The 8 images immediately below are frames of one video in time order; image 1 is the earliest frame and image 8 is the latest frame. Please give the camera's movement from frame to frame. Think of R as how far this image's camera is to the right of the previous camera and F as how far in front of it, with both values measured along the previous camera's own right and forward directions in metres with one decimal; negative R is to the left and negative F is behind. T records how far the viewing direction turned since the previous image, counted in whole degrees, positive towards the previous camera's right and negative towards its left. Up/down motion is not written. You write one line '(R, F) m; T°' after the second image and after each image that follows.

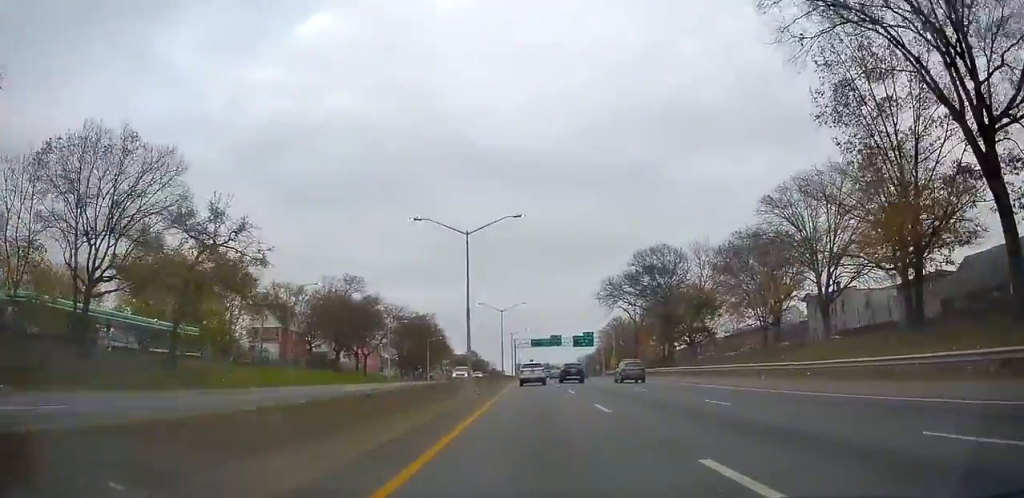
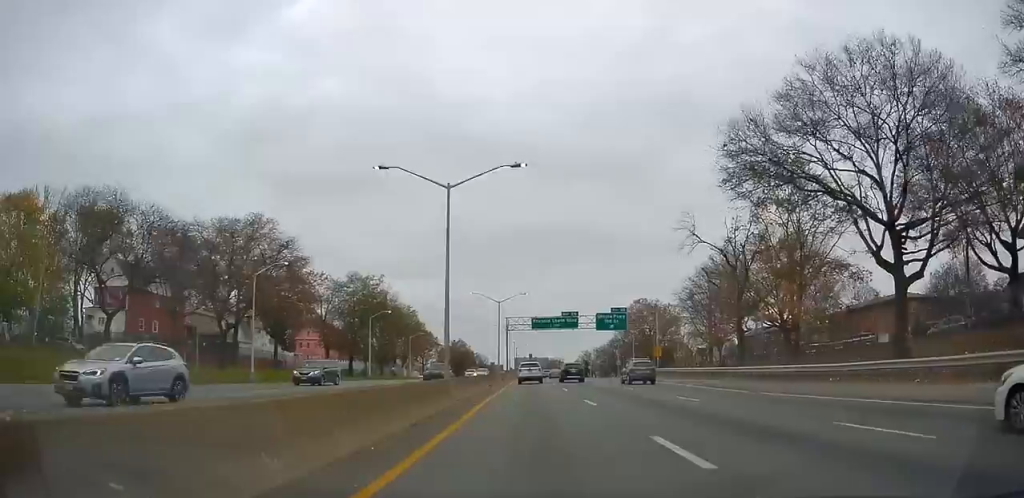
(+1.1, +45.1) m; +2°
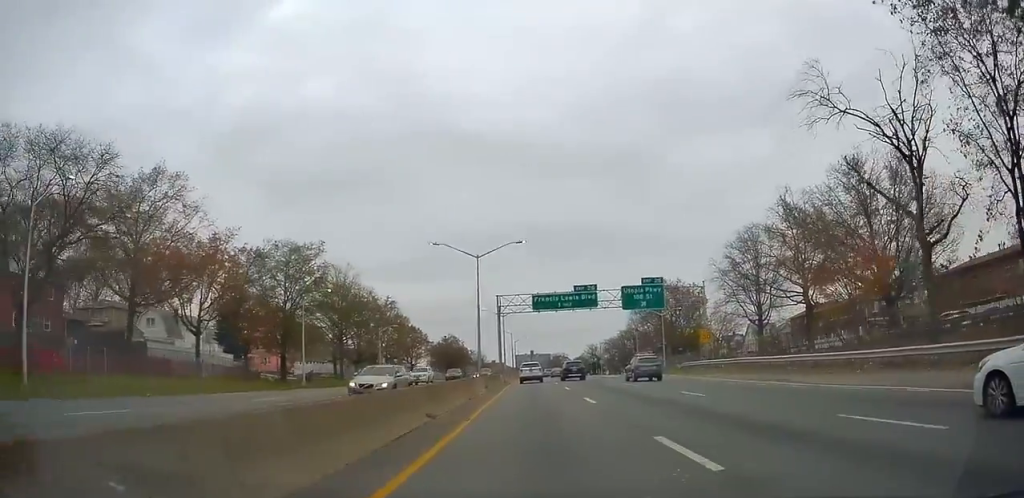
(-0.3, +24.2) m; -1°
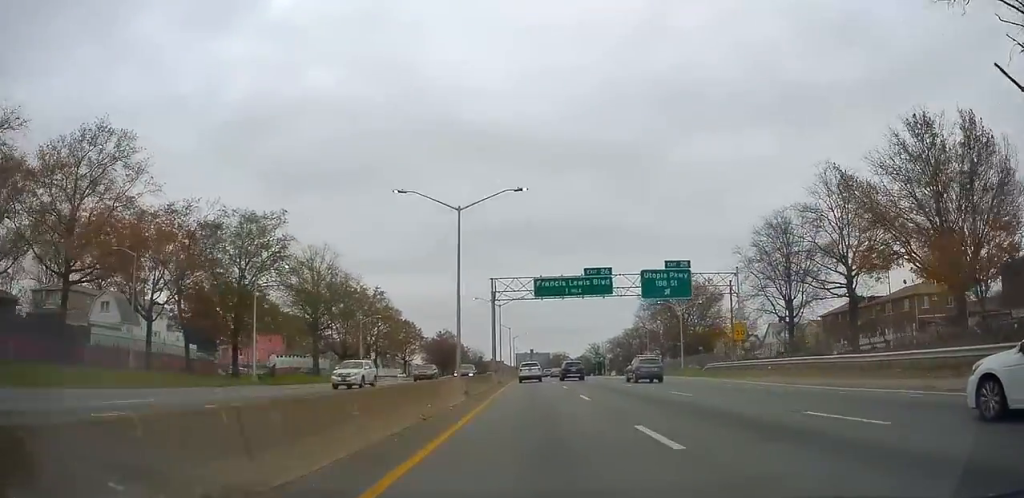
(0.0, +10.6) m; 0°
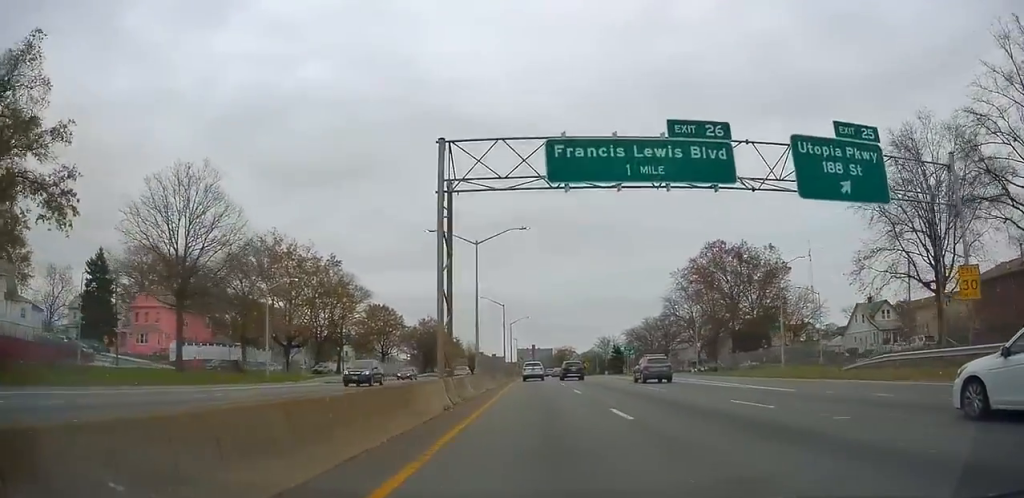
(0.0, +31.2) m; 0°
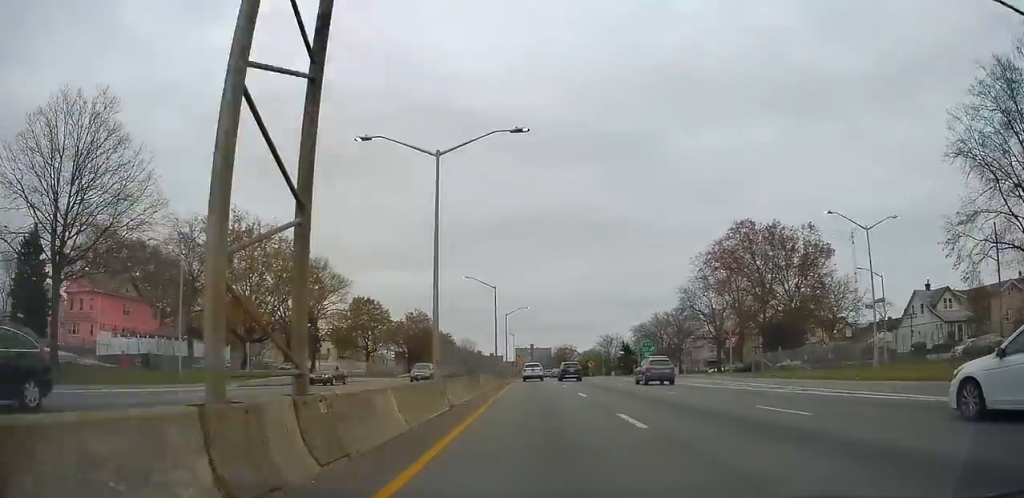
(0.0, +14.3) m; 0°
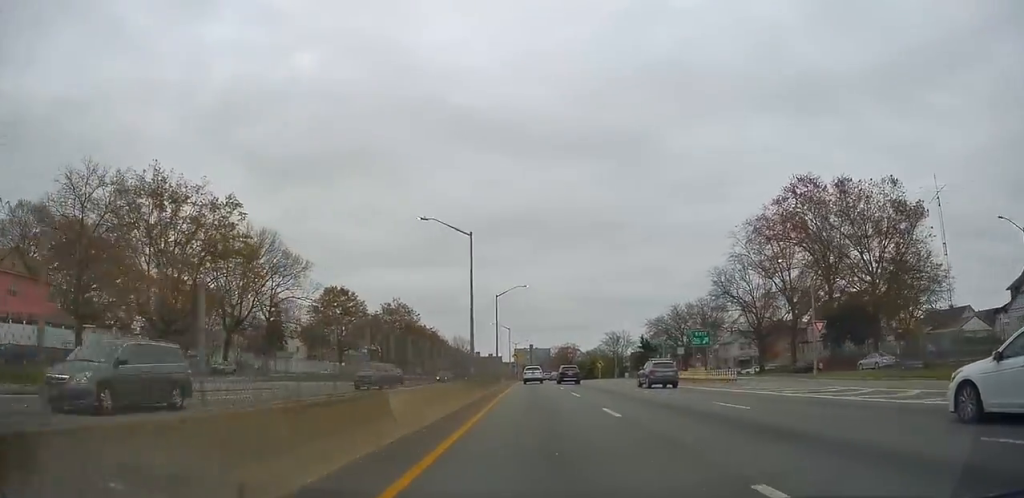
(0.0, +20.5) m; 0°
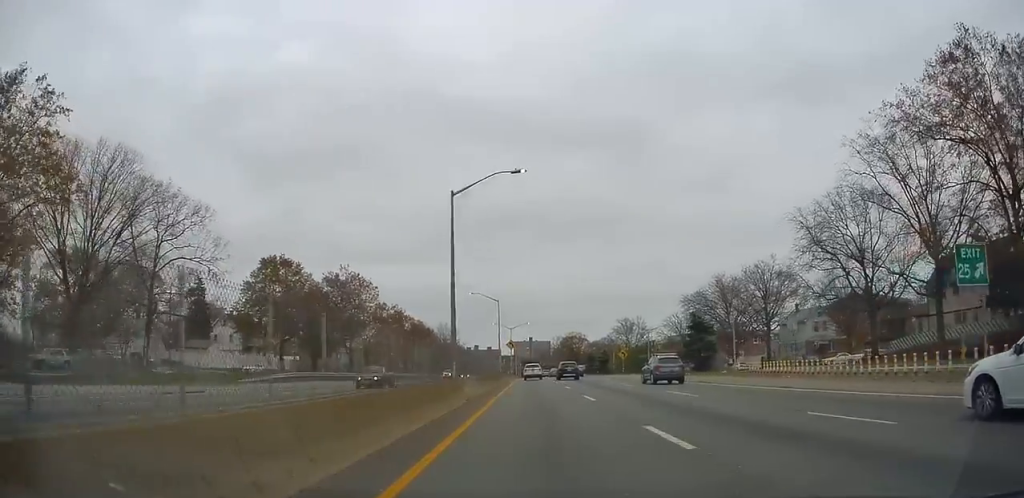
(0.0, +30.4) m; 0°
